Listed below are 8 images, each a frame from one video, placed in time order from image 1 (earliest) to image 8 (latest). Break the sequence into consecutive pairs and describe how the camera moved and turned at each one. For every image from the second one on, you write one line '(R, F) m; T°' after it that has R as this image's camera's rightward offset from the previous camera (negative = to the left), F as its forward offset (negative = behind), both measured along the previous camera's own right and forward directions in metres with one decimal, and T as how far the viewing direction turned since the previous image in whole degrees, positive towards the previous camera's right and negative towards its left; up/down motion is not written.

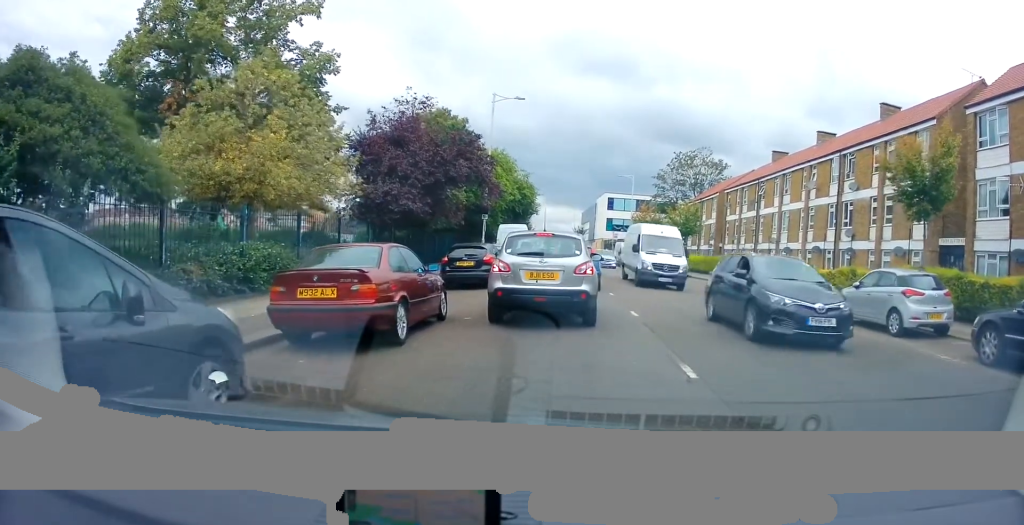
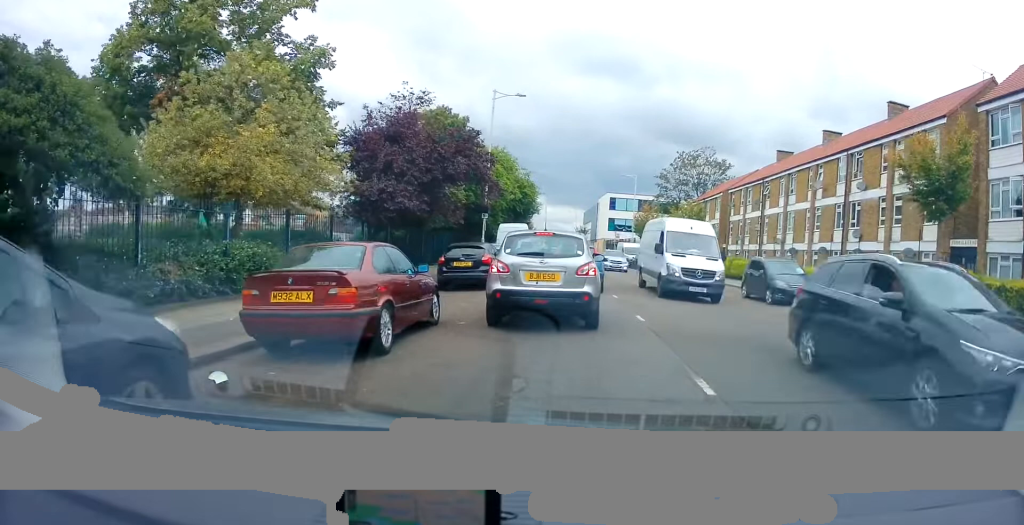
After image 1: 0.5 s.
(0.0, +0.6) m; 0°
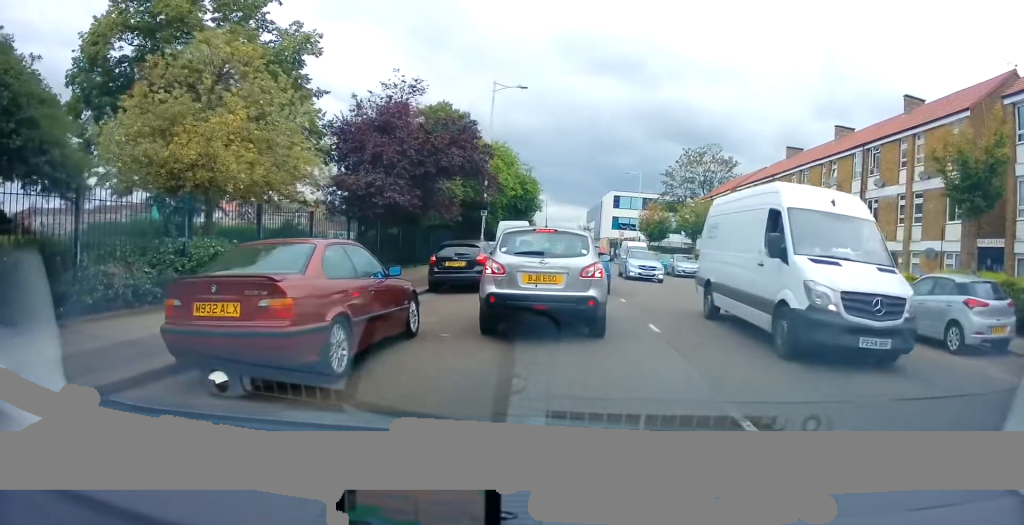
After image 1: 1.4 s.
(0.0, +1.3) m; 0°
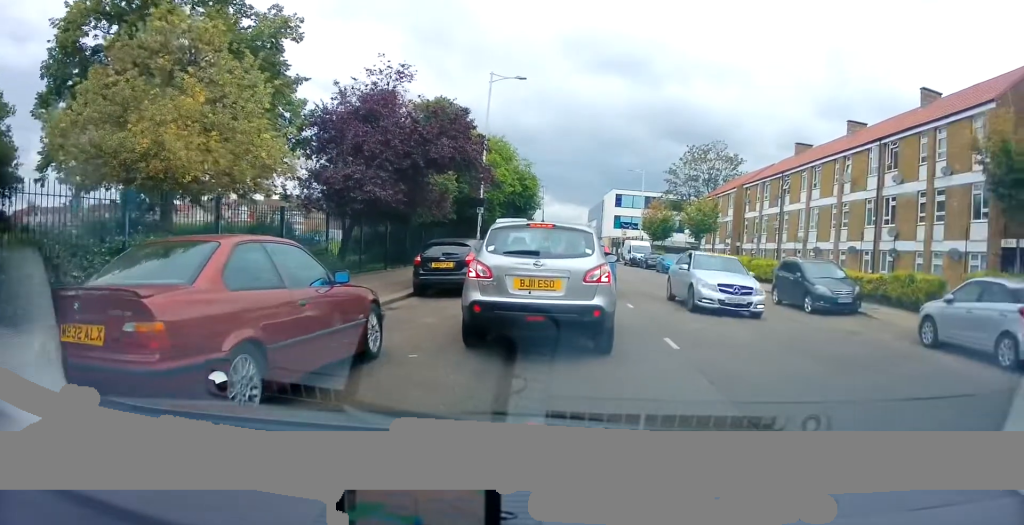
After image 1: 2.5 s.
(0.0, +1.3) m; 0°
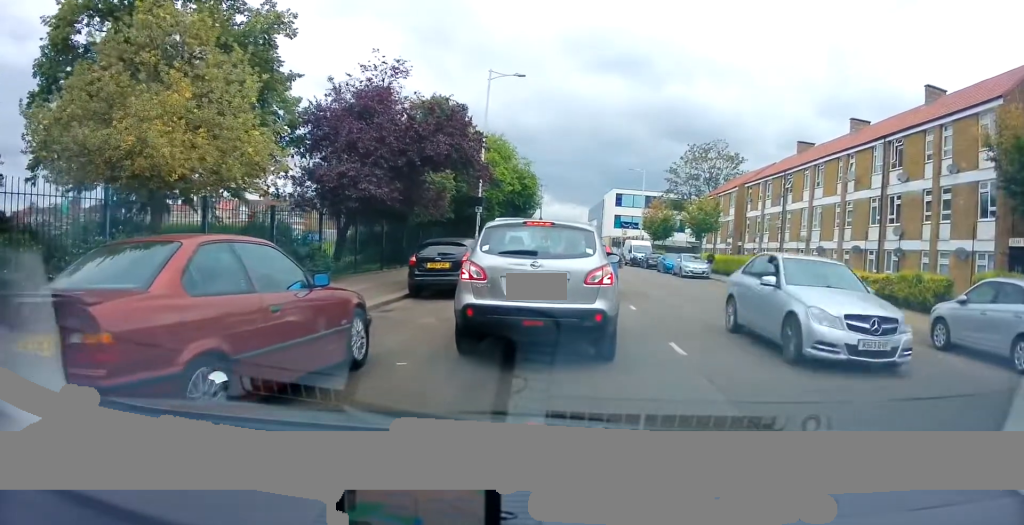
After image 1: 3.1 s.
(0.0, +0.3) m; 0°
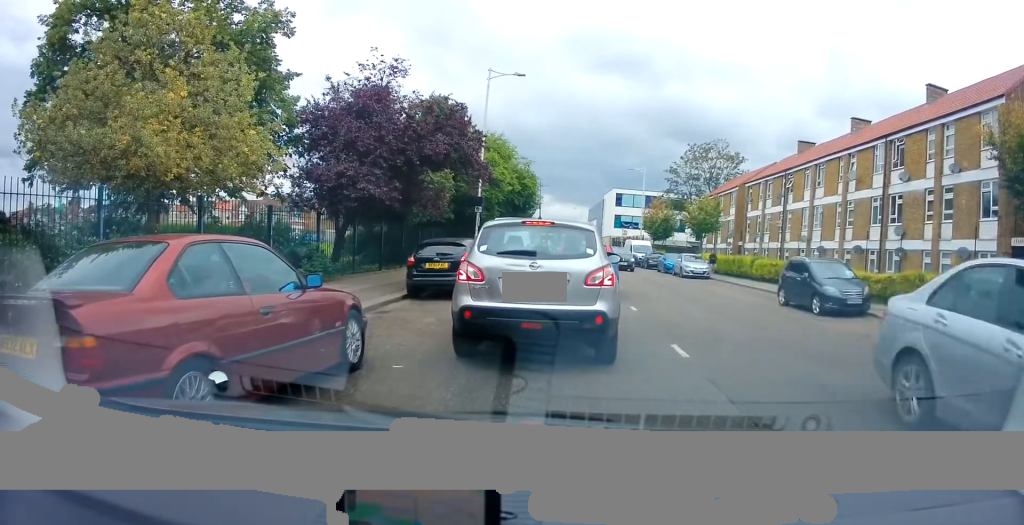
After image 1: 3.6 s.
(0.0, +0.2) m; 0°
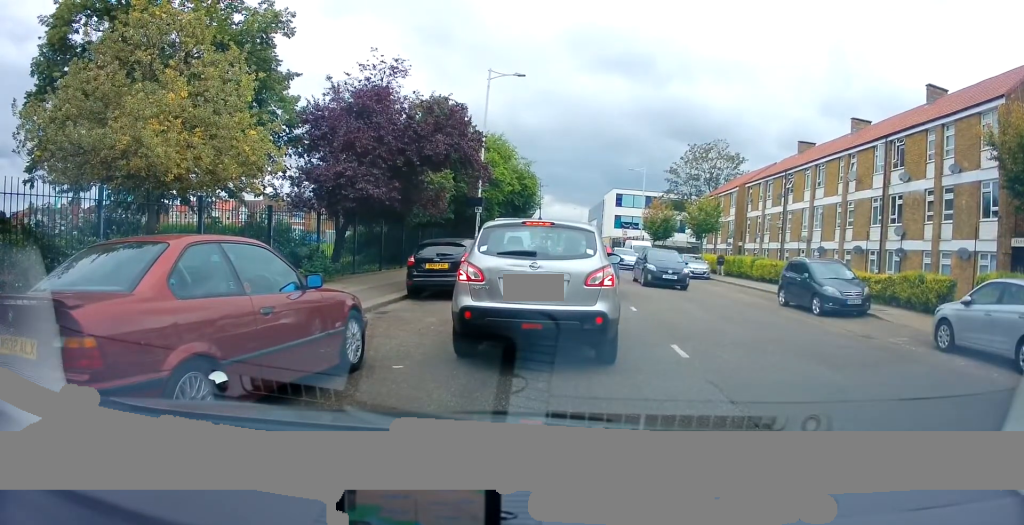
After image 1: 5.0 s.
(0.0, +0.1) m; 0°
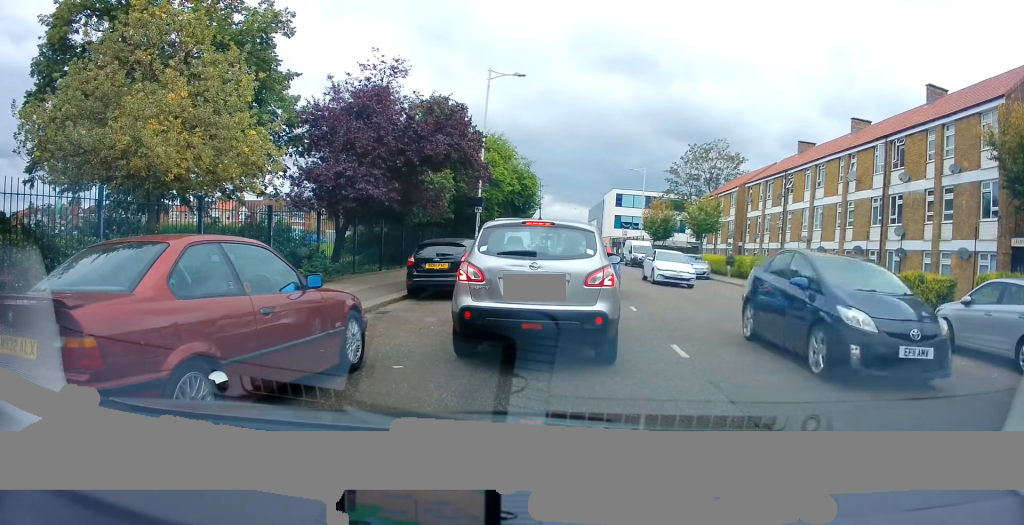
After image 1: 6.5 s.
(0.0, 0.0) m; 0°
